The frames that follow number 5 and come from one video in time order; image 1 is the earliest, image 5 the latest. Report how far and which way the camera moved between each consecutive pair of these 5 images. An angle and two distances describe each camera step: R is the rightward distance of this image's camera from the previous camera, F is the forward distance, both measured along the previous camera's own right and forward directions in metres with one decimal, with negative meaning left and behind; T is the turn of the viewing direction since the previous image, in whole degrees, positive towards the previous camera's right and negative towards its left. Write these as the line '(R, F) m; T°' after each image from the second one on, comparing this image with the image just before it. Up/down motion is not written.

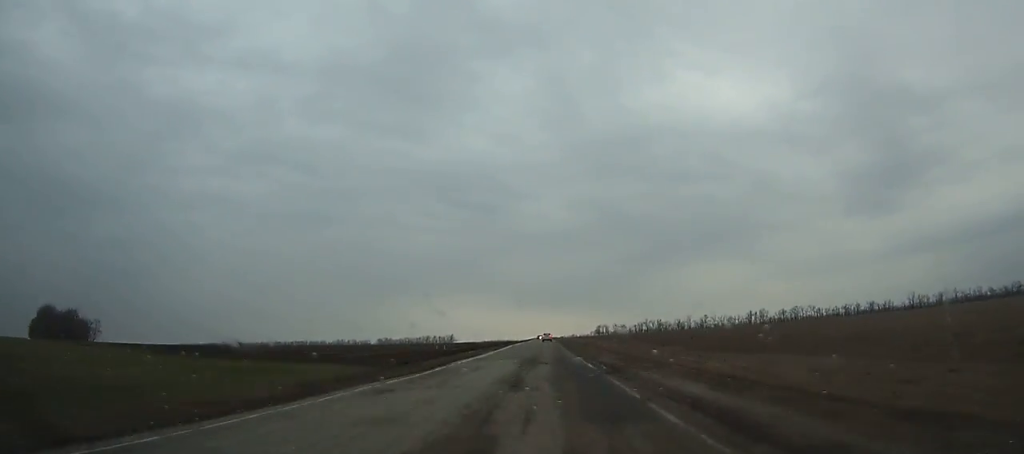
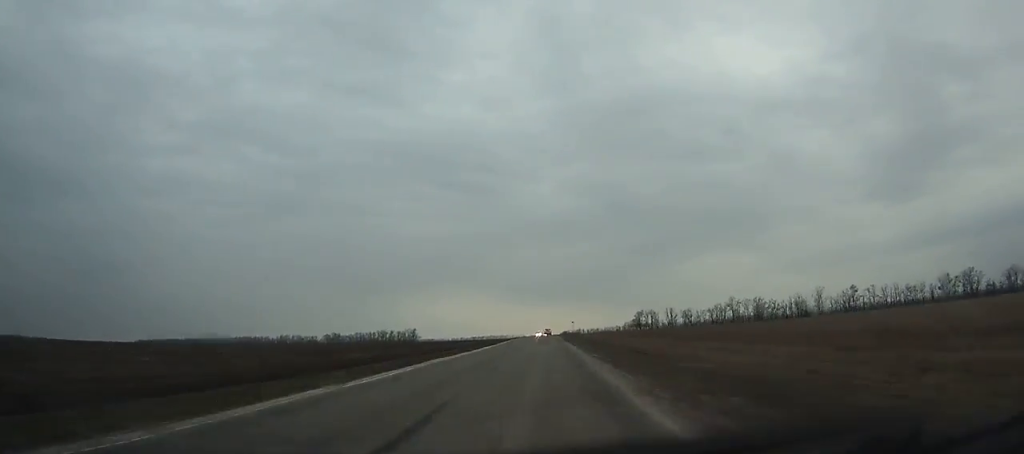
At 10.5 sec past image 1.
(-0.5, +238.3) m; 0°
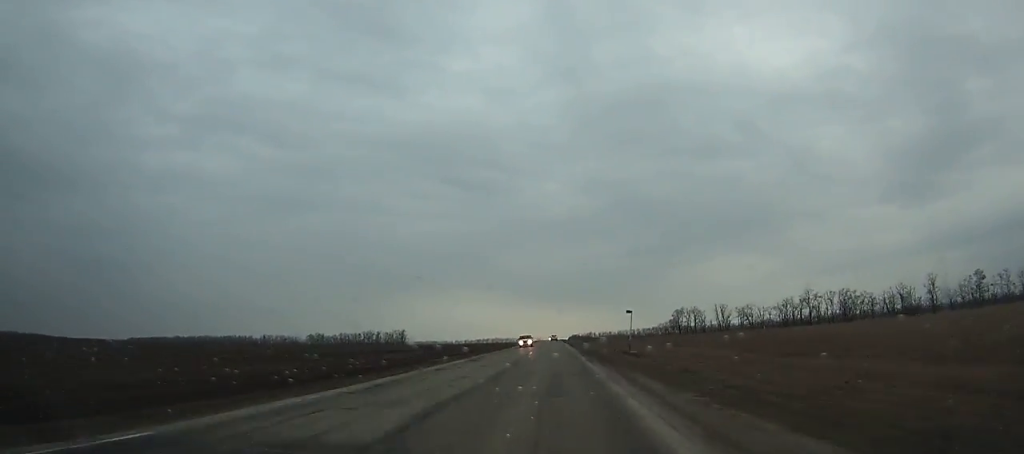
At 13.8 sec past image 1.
(0.0, +75.9) m; 0°
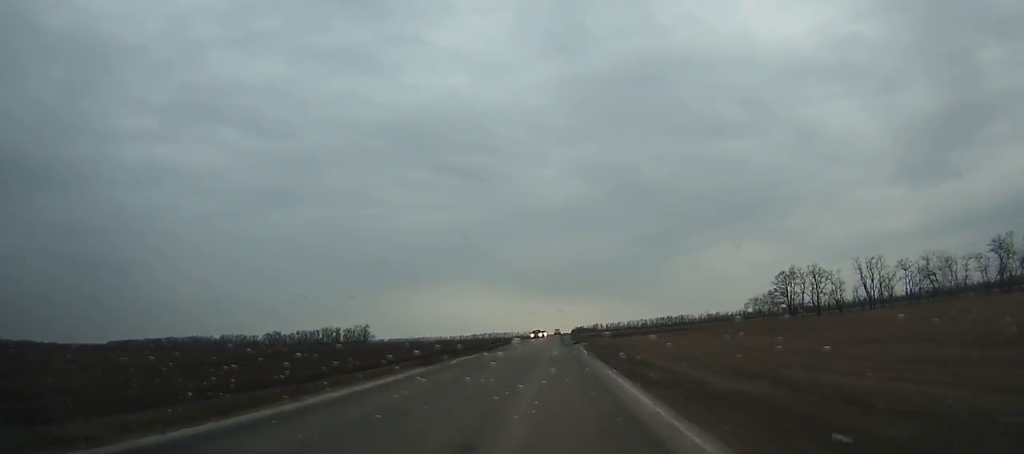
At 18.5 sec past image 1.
(-0.1, +107.5) m; 0°
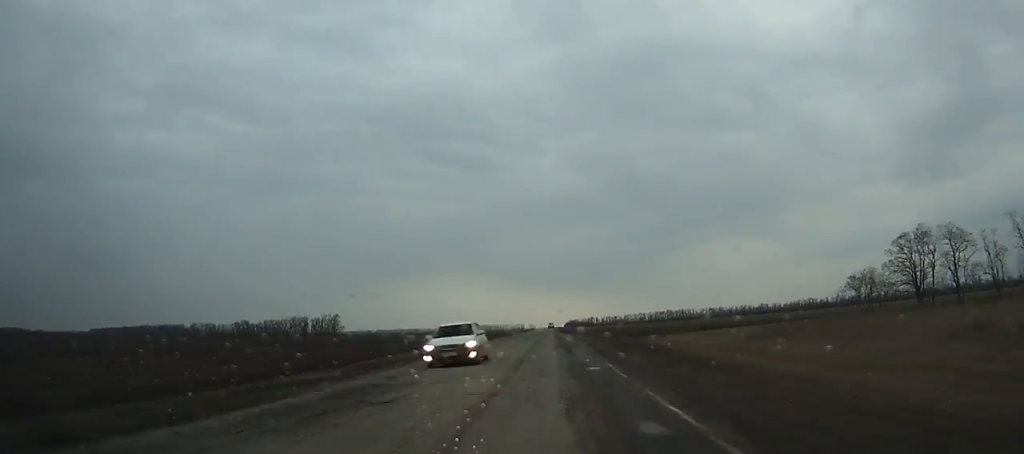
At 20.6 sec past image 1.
(0.0, +47.4) m; 0°
